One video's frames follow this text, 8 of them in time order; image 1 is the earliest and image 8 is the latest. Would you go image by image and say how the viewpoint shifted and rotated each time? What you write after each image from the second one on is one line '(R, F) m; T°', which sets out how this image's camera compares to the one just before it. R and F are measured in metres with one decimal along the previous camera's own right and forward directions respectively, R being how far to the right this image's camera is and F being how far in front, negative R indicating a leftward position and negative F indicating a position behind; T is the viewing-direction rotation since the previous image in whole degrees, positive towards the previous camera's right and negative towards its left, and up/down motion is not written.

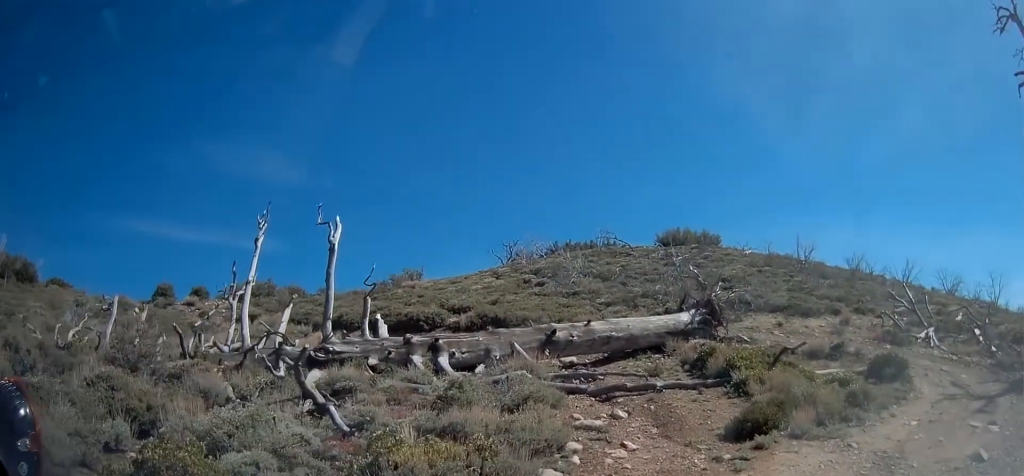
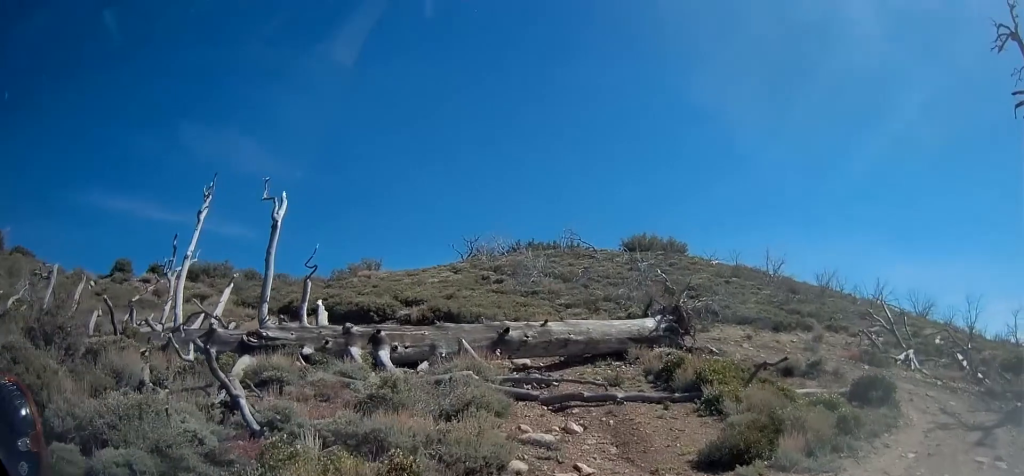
(-0.1, +1.4) m; +8°
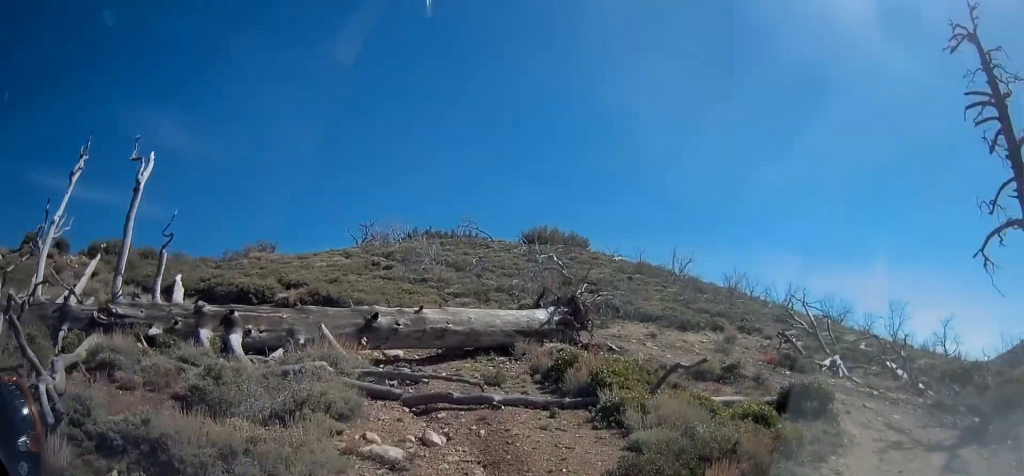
(+0.4, +2.2) m; +15°
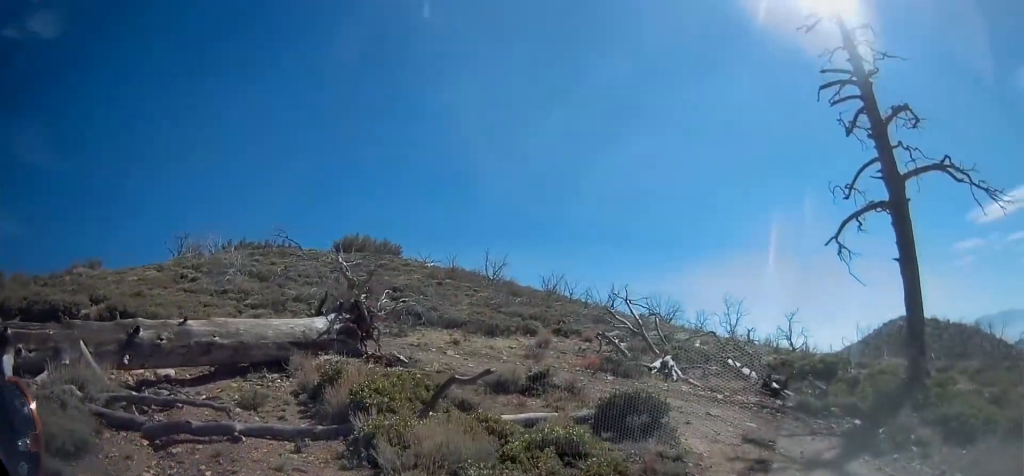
(+0.3, +2.5) m; +17°
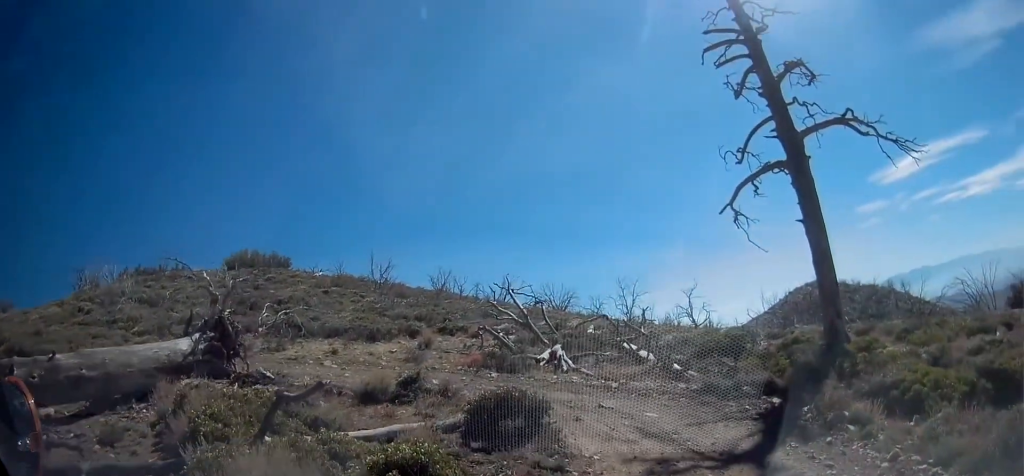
(+0.2, +1.5) m; +11°
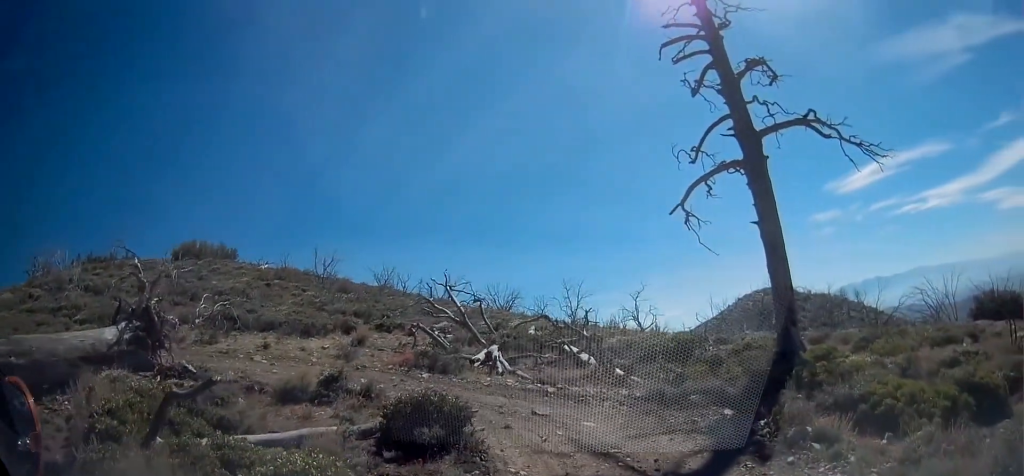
(+0.1, +1.1) m; +8°
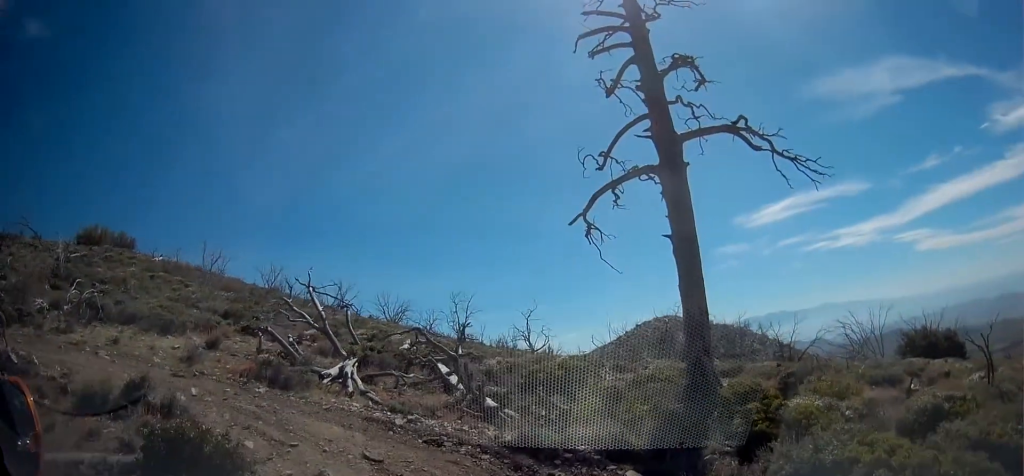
(+0.3, +3.1) m; +4°
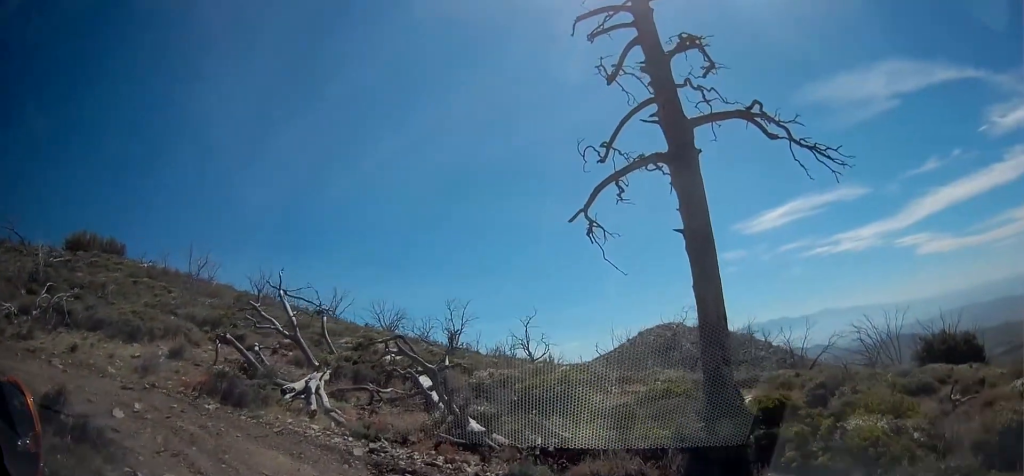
(0.0, +1.8) m; -5°
